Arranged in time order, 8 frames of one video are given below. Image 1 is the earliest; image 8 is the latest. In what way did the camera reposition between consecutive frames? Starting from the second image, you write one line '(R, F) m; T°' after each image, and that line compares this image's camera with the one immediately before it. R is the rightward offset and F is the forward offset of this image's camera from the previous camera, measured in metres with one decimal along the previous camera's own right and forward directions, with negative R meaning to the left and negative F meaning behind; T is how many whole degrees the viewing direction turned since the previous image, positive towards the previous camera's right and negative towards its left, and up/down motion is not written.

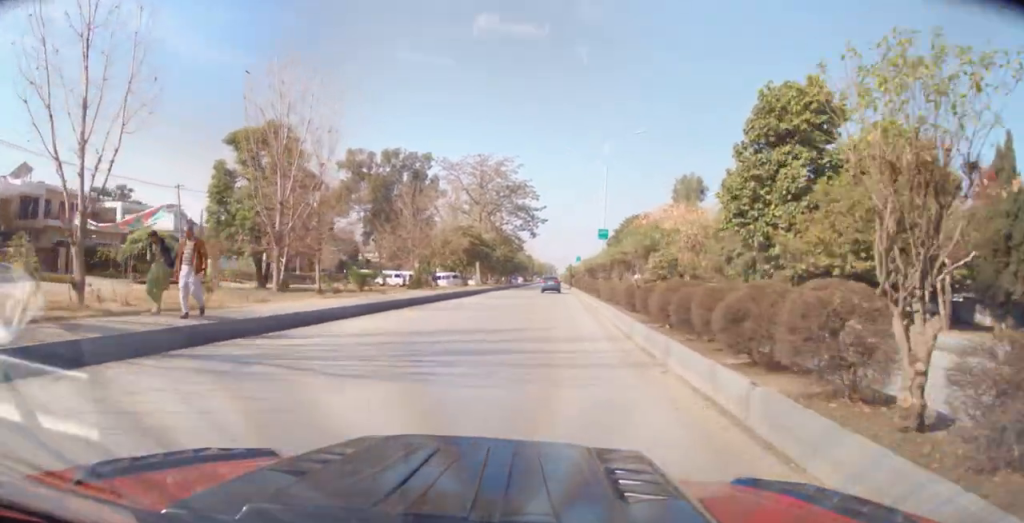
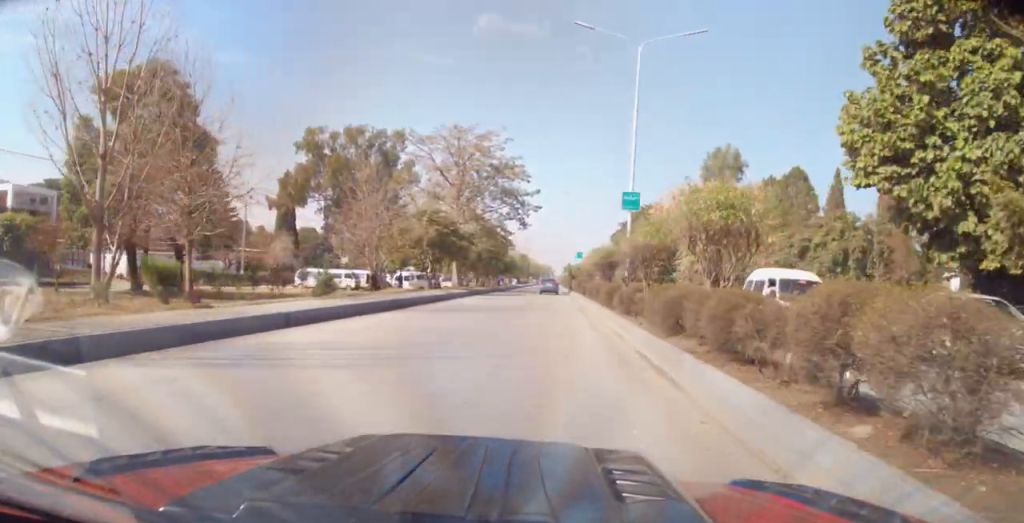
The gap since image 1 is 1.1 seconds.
(0.0, +15.3) m; -1°
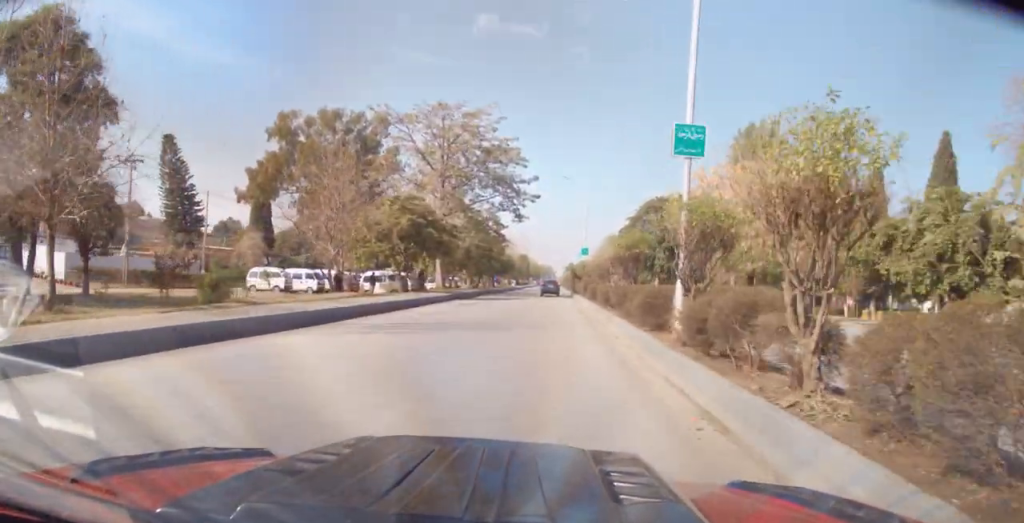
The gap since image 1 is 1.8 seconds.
(0.0, +8.8) m; -1°
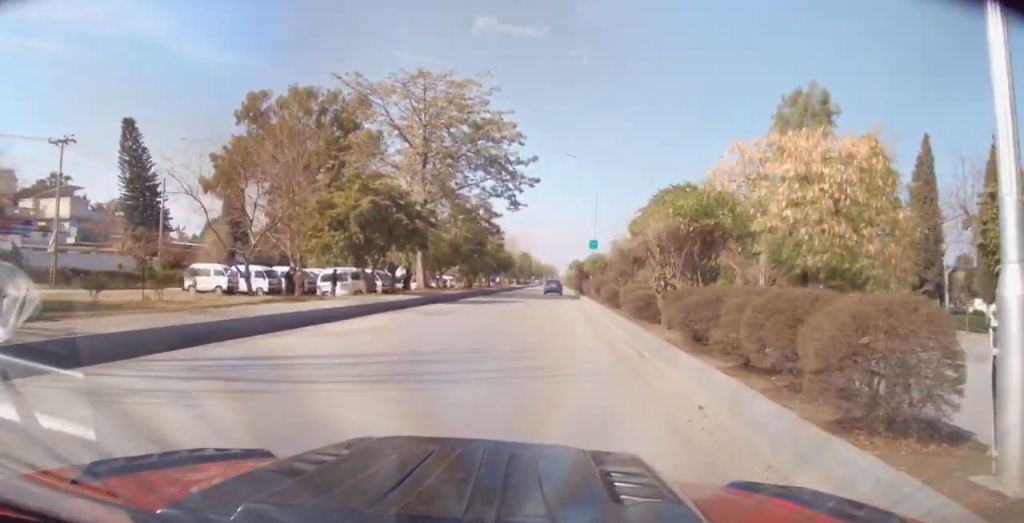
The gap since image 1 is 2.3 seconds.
(-0.2, +8.4) m; 0°
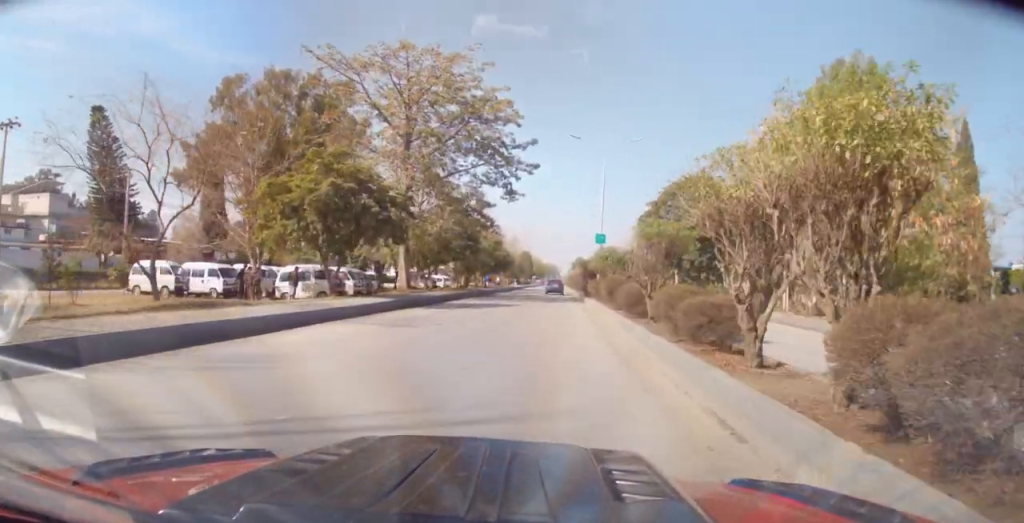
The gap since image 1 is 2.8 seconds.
(-0.1, +5.6) m; 0°
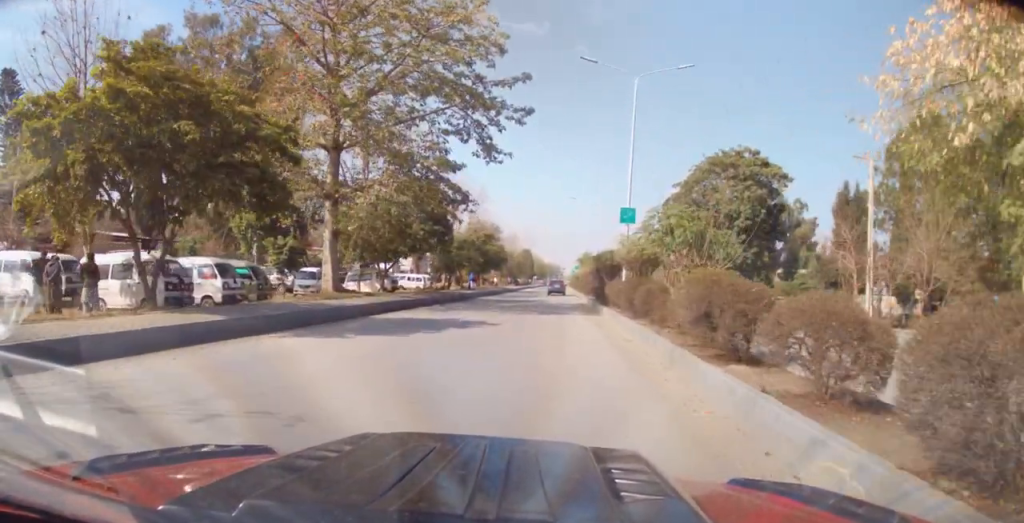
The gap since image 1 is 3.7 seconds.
(+0.2, +13.6) m; 0°
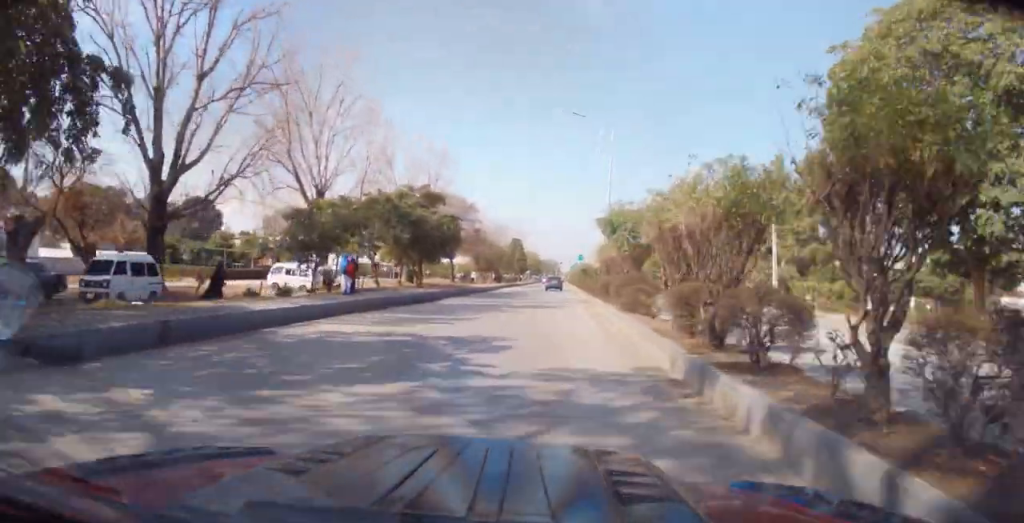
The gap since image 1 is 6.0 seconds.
(+0.4, +30.3) m; +1°
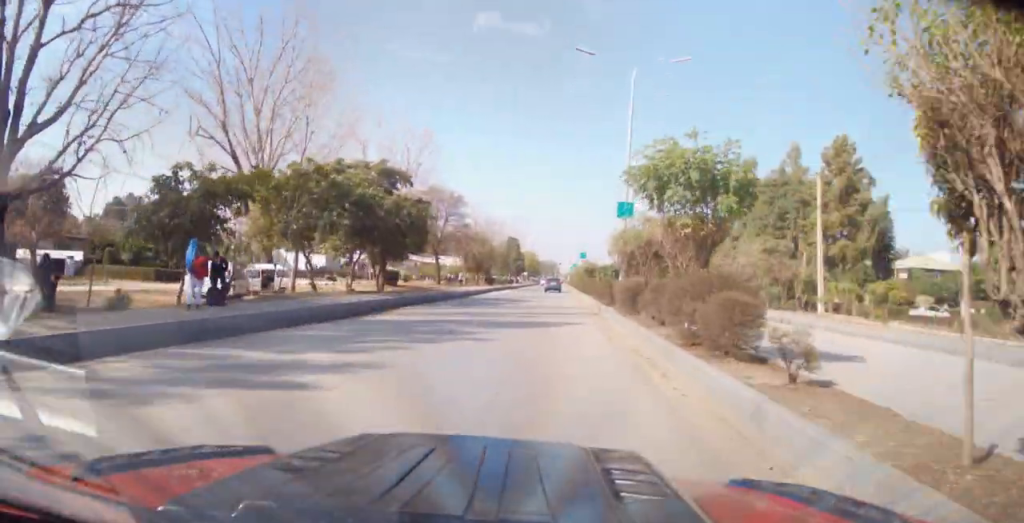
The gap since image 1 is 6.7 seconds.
(-0.3, +9.2) m; -1°
